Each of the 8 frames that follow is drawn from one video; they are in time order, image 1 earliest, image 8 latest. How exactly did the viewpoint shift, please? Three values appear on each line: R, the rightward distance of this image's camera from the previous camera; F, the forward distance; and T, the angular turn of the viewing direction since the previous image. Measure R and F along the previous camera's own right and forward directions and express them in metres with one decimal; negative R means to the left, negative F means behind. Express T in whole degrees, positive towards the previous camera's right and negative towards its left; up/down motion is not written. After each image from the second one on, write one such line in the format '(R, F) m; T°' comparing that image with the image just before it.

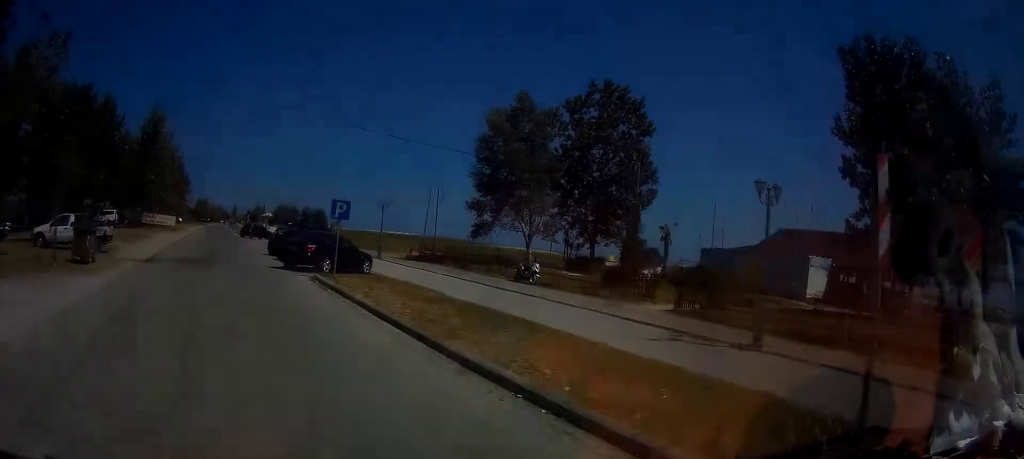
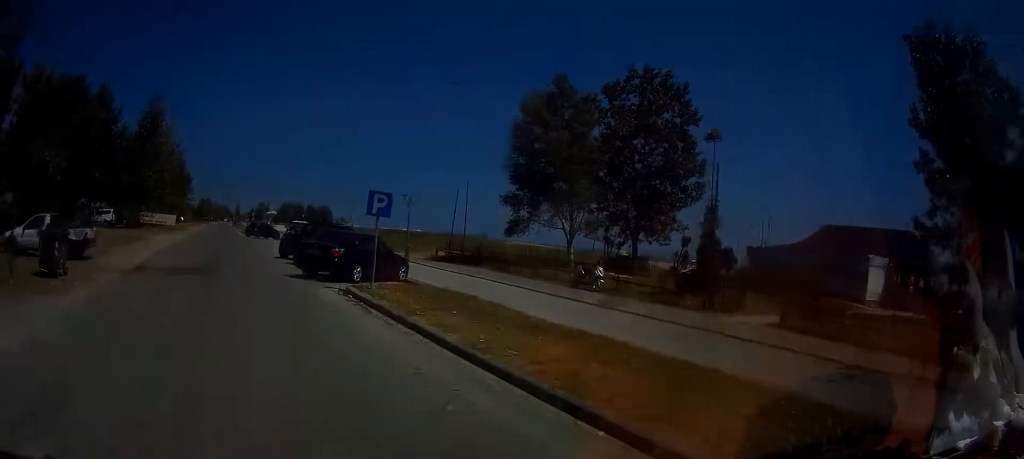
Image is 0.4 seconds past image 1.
(0.0, +4.3) m; 0°
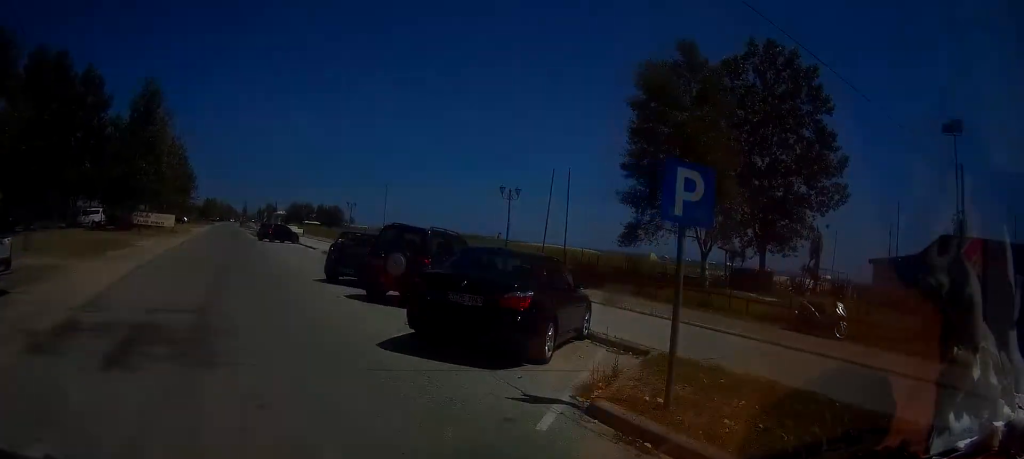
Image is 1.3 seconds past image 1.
(0.0, +10.0) m; 0°
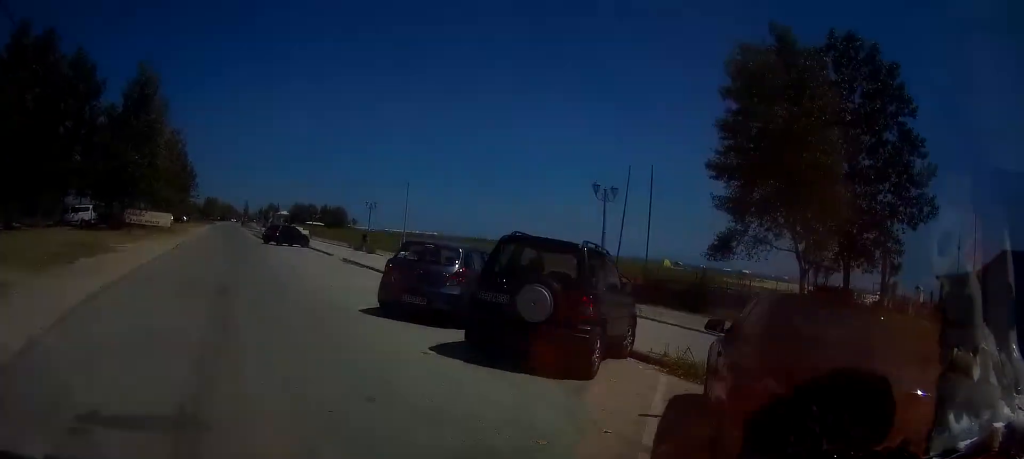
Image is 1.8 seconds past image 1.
(0.0, +5.4) m; 0°
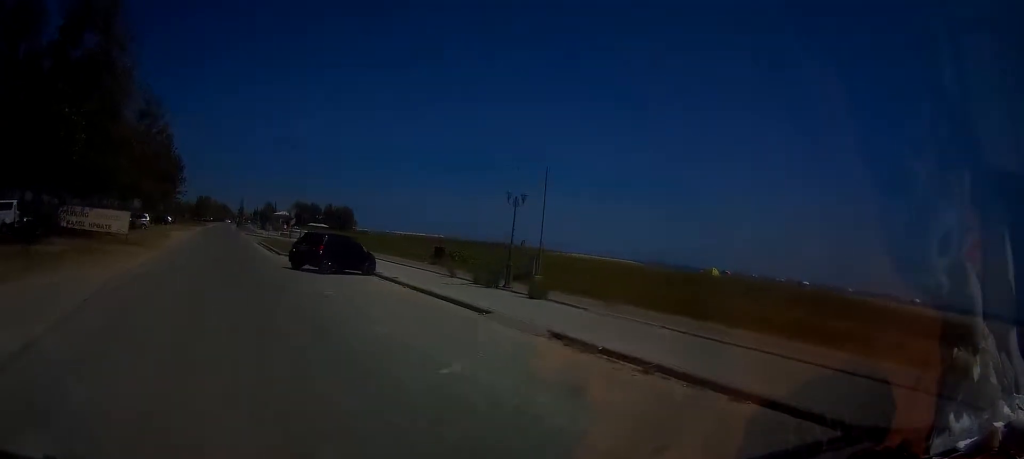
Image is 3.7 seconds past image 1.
(+0.3, +20.9) m; 0°
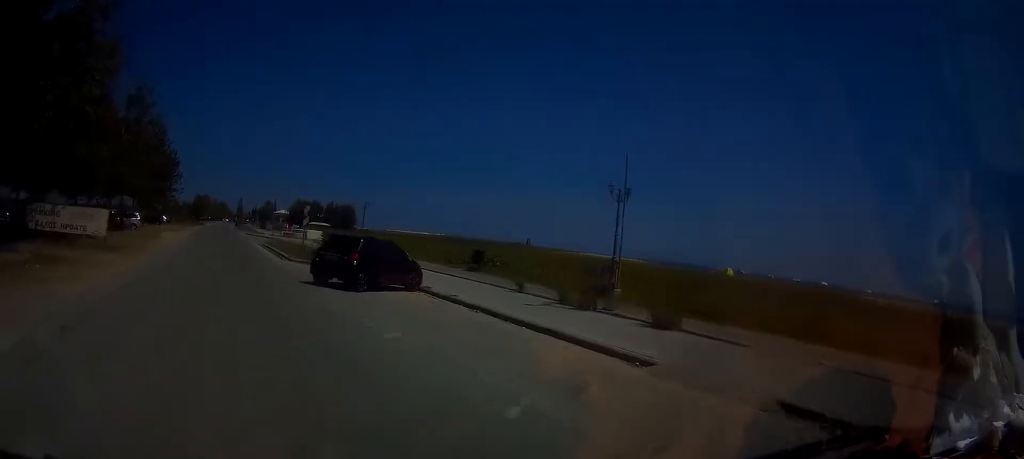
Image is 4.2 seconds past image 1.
(-0.1, +5.8) m; 0°
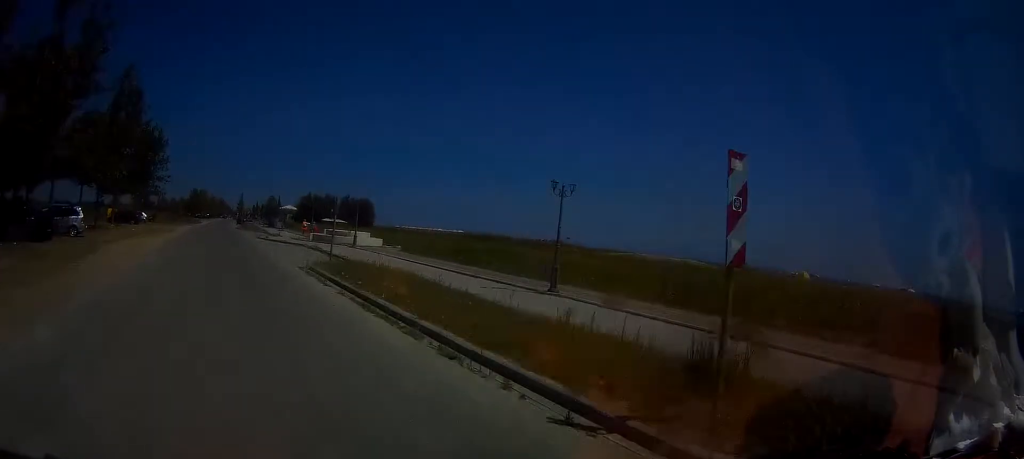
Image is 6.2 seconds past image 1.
(0.0, +23.5) m; 0°
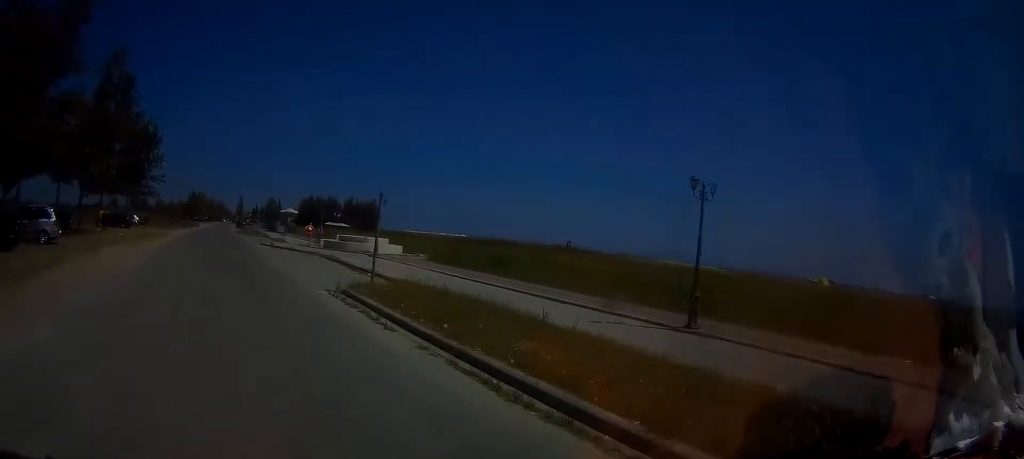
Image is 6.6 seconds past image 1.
(0.0, +5.7) m; 0°
